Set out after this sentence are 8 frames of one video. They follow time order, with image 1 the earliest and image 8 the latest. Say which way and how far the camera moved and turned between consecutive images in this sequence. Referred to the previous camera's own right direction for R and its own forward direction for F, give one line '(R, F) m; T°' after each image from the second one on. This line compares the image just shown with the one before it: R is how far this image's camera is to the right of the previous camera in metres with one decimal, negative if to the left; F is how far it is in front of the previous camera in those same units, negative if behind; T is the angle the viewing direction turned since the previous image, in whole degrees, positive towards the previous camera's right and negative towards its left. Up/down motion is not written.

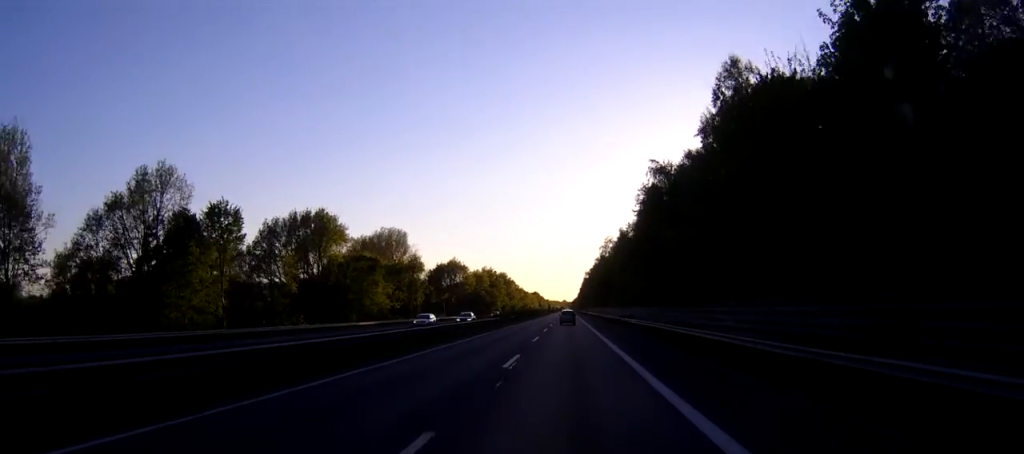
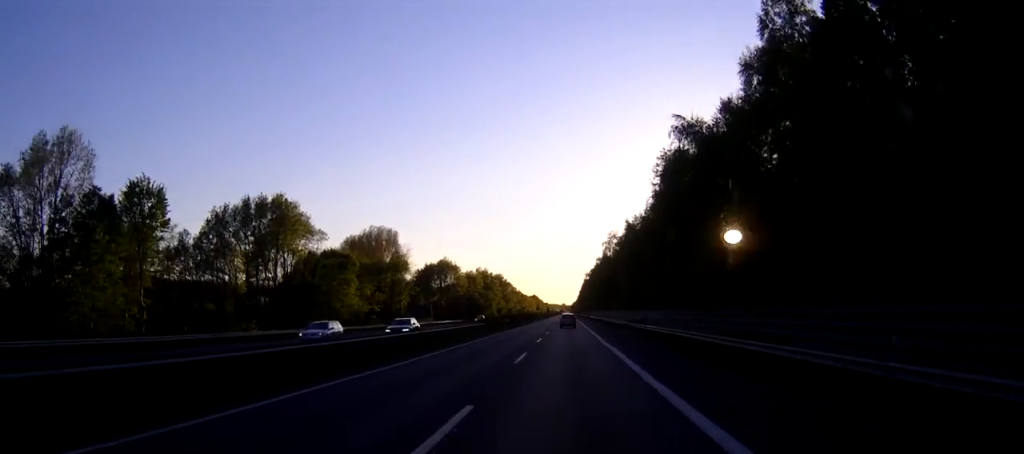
(0.0, +14.3) m; 0°
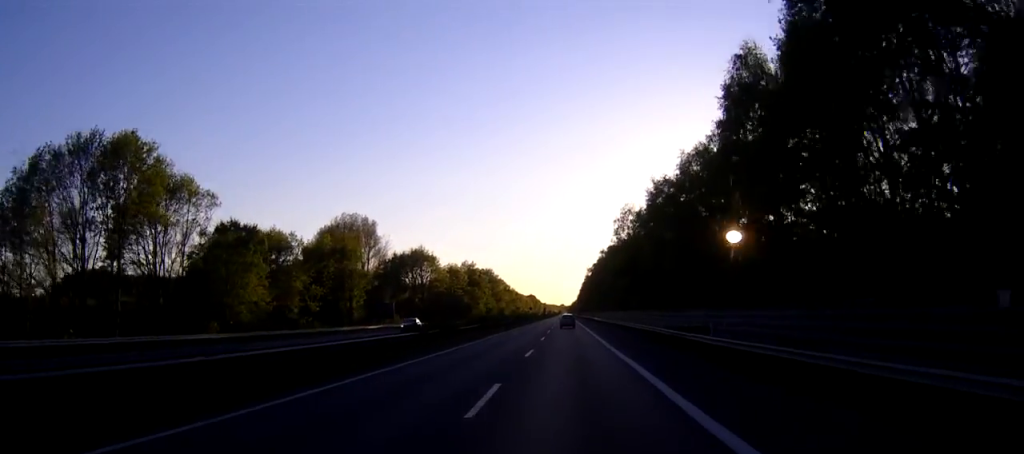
(-0.1, +31.0) m; 0°
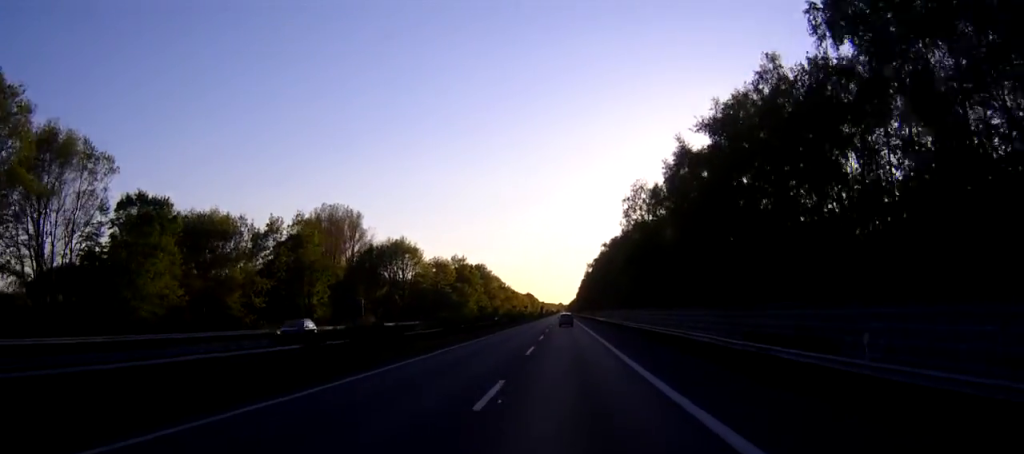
(0.0, +16.8) m; 0°
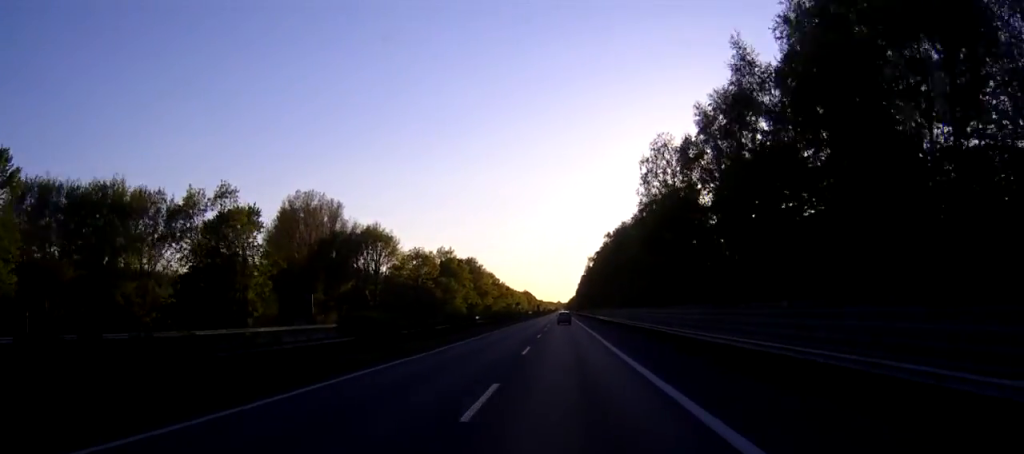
(0.0, +19.5) m; 0°
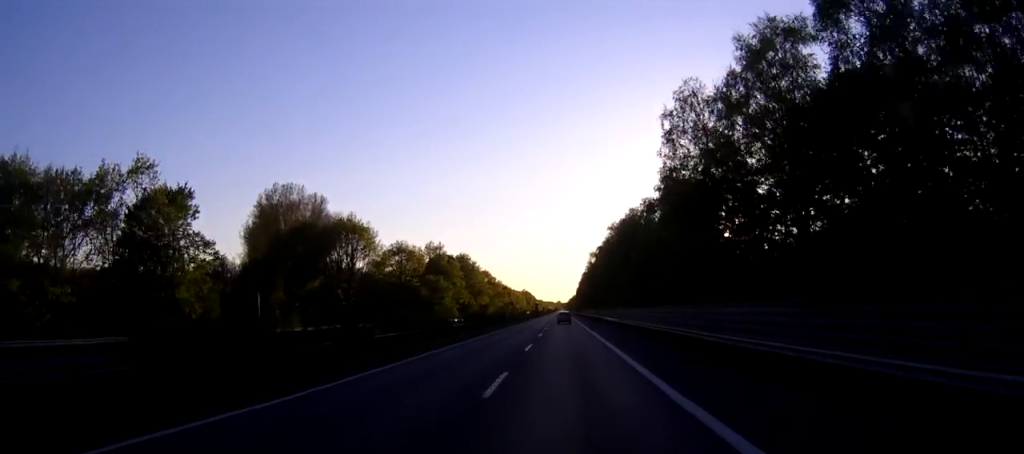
(0.0, +14.4) m; 0°
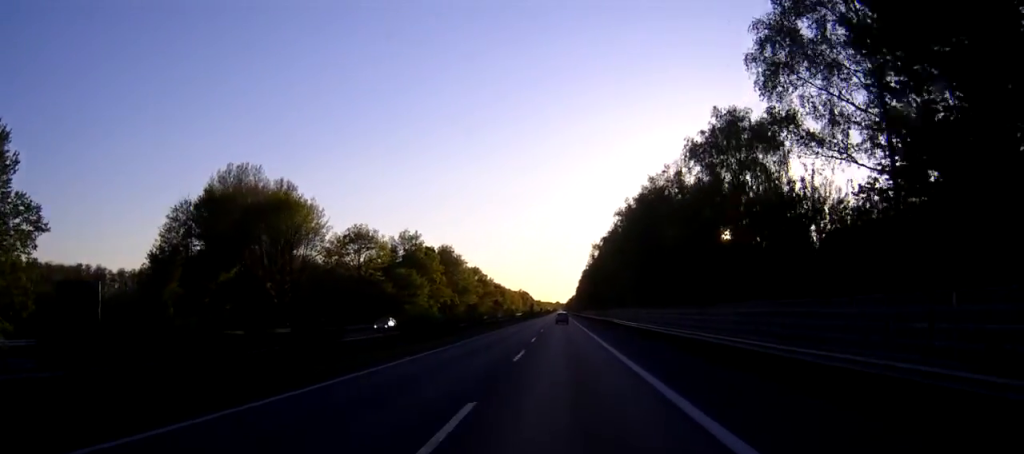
(0.0, +24.7) m; 0°
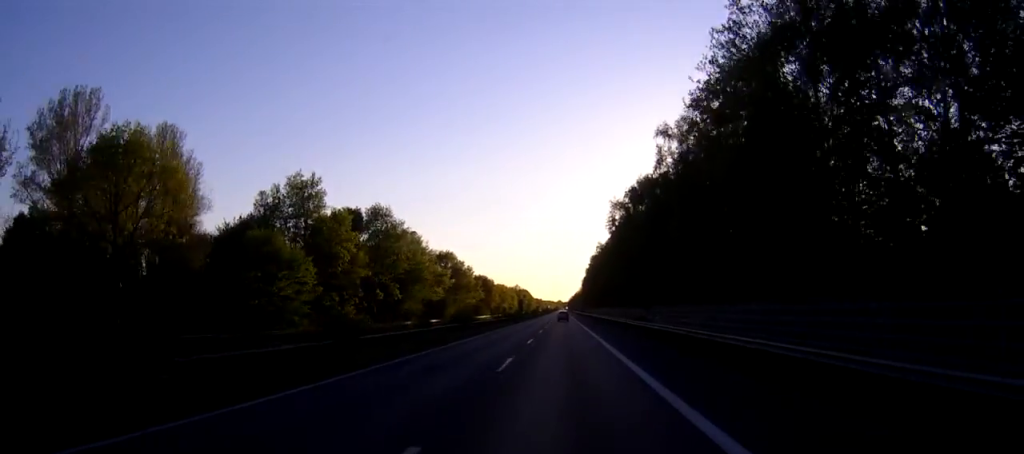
(-0.1, +58.2) m; 0°
